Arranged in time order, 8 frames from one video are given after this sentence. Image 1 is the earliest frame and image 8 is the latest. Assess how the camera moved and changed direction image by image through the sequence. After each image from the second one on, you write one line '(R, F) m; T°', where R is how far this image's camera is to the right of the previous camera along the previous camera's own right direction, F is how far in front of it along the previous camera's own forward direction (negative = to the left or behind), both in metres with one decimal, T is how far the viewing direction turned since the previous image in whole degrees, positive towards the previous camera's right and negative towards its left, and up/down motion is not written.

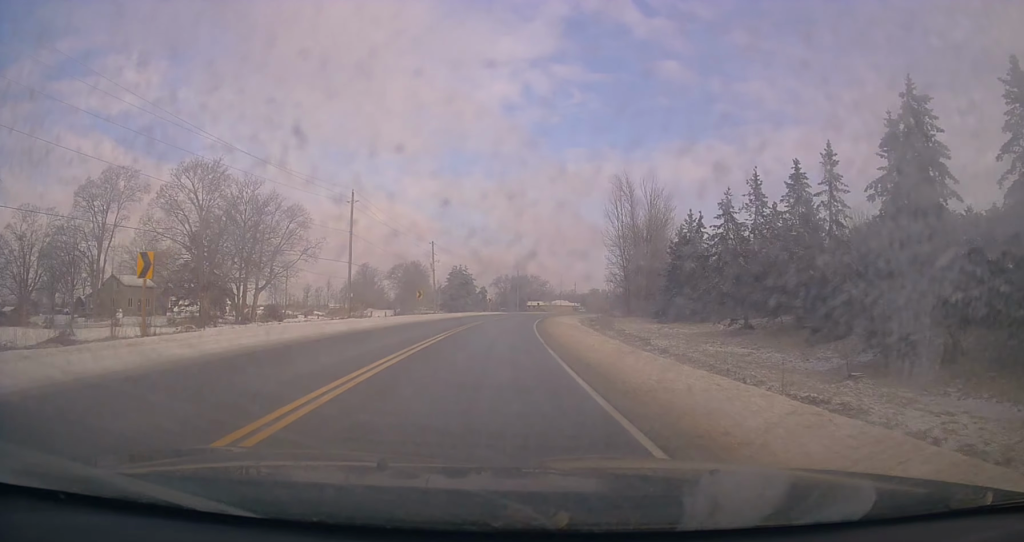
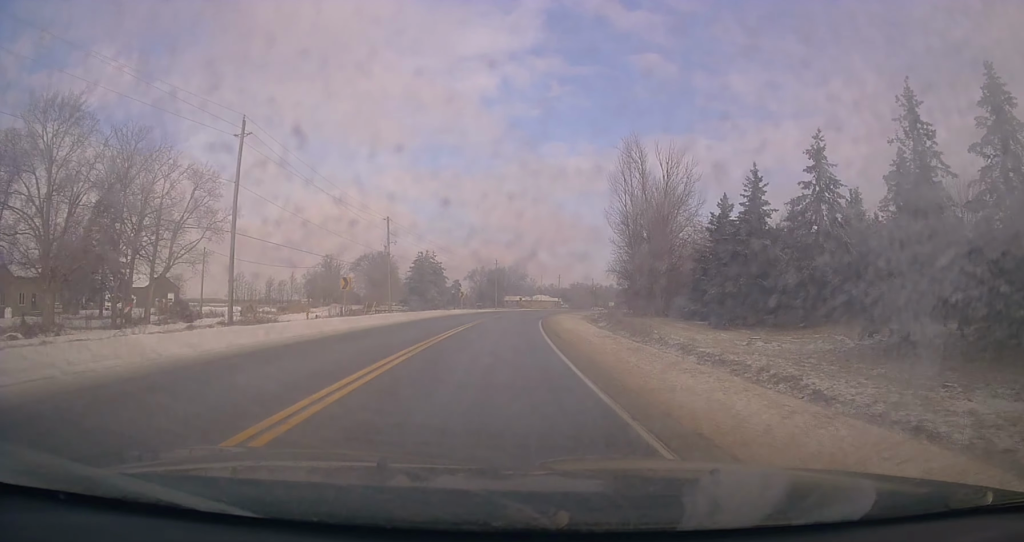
(+0.8, +22.4) m; +3°
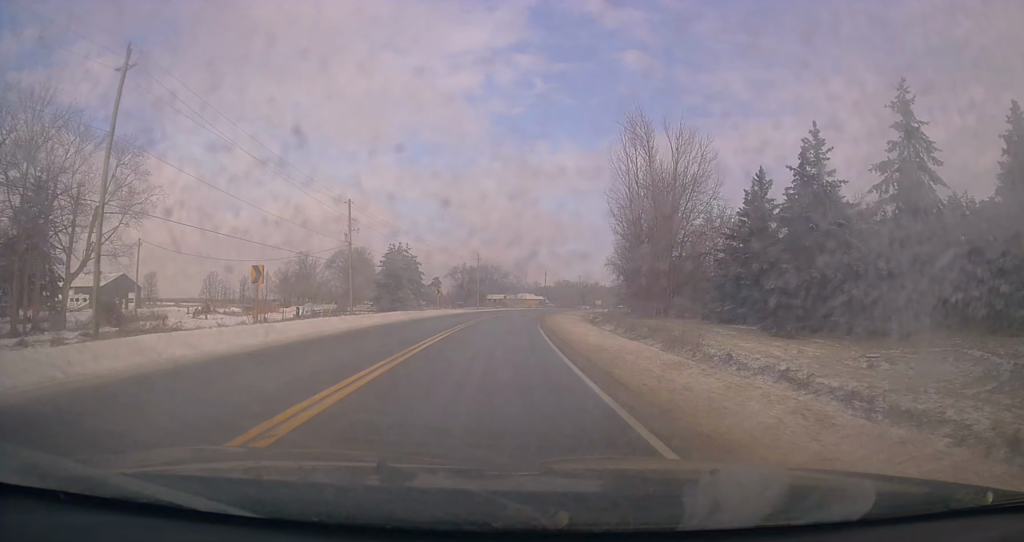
(+0.1, +11.8) m; 0°
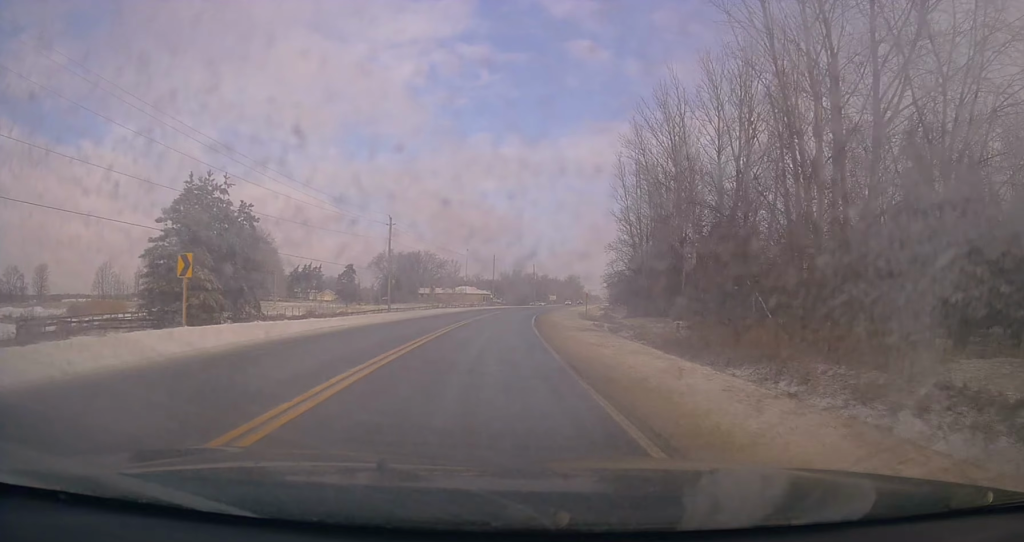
(+2.2, +47.7) m; +7°
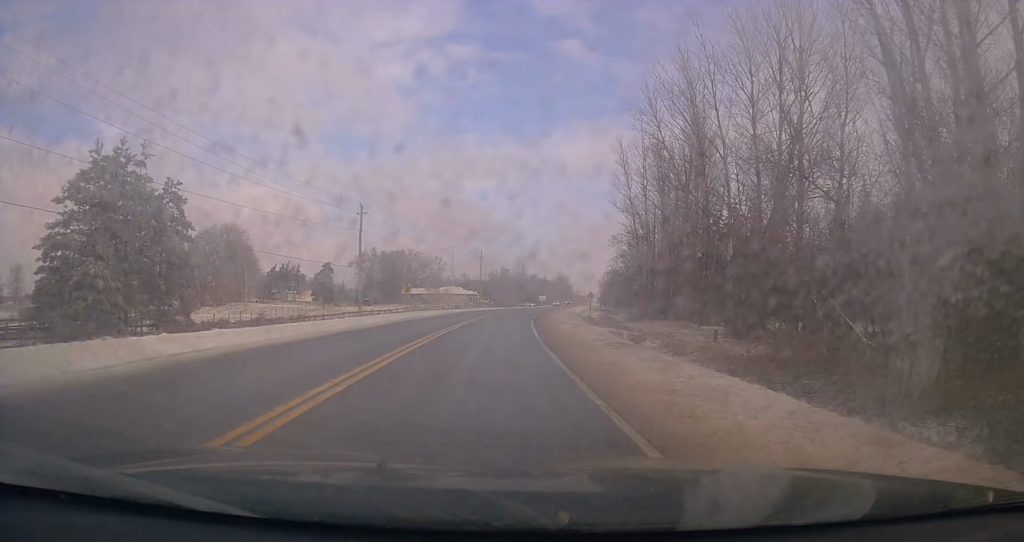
(+0.2, +10.2) m; +1°
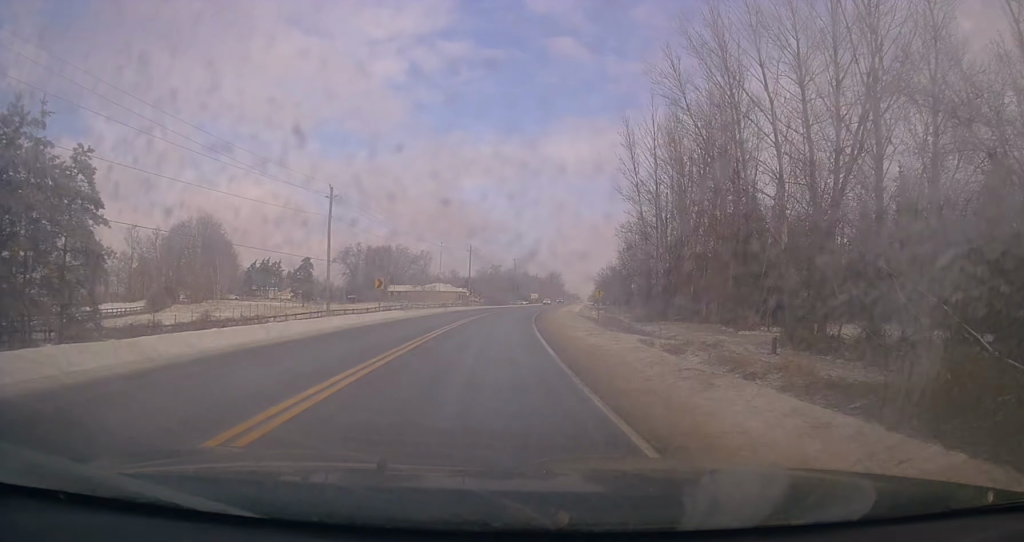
(+0.1, +8.9) m; +1°
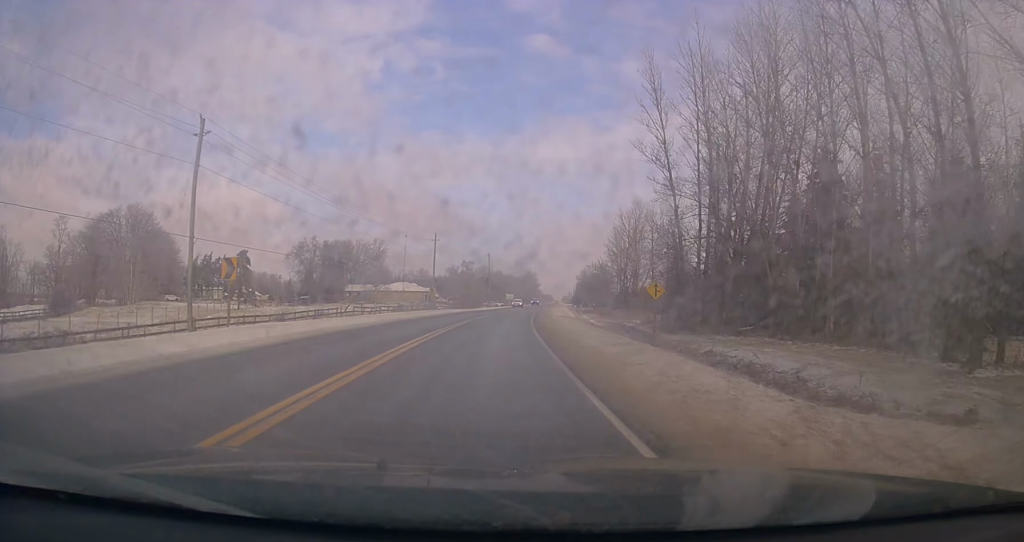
(+0.3, +21.9) m; +2°
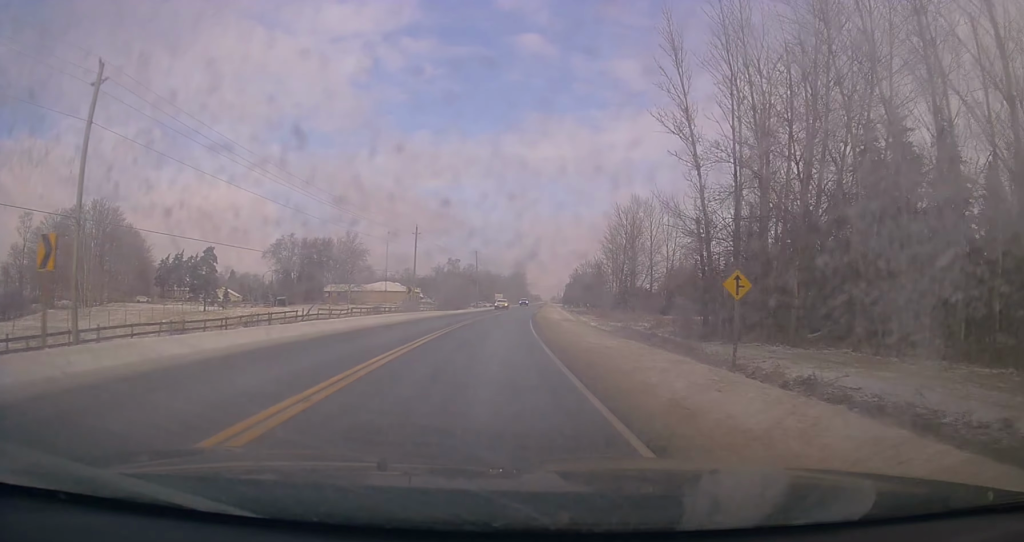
(0.0, +9.0) m; +1°
